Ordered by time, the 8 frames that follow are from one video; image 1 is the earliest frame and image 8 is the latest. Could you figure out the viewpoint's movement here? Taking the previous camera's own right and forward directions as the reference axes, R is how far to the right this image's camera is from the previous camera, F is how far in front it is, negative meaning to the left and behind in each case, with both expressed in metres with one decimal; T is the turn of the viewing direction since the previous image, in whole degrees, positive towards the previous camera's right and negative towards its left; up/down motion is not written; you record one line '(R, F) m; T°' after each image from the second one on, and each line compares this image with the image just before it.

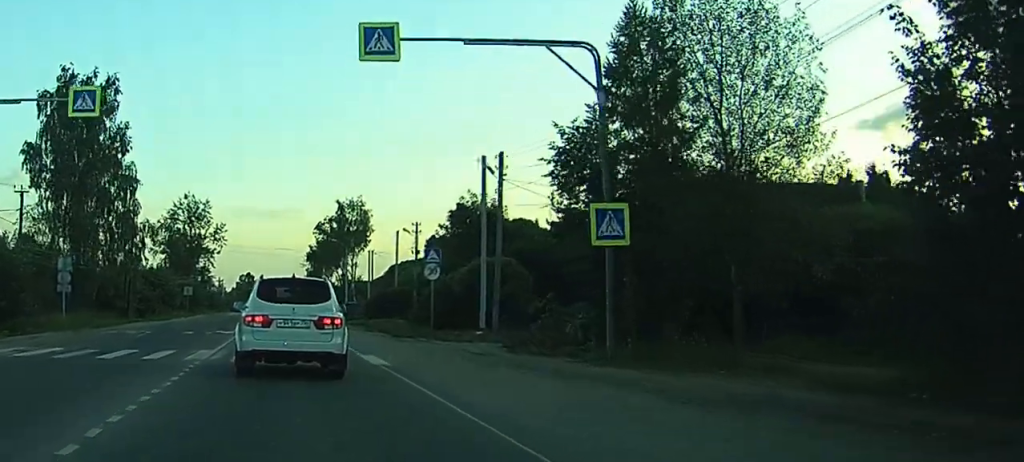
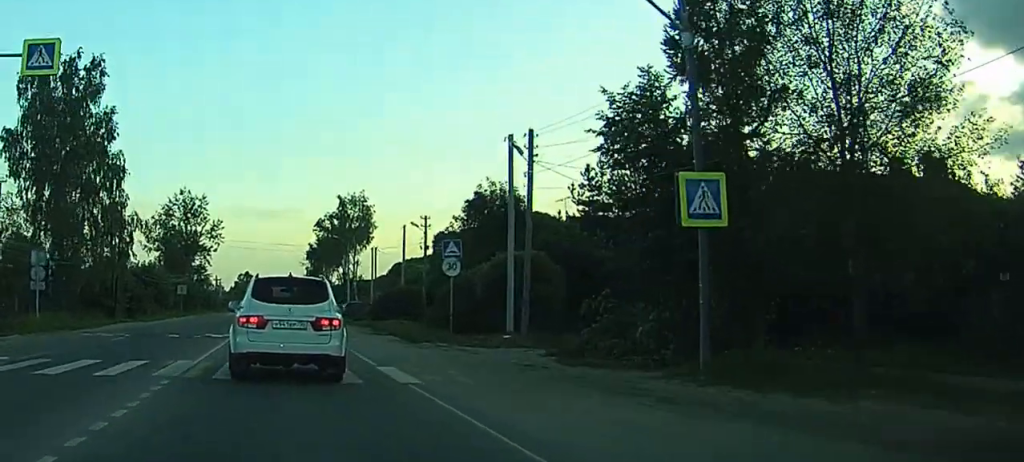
(0.0, +4.6) m; 0°
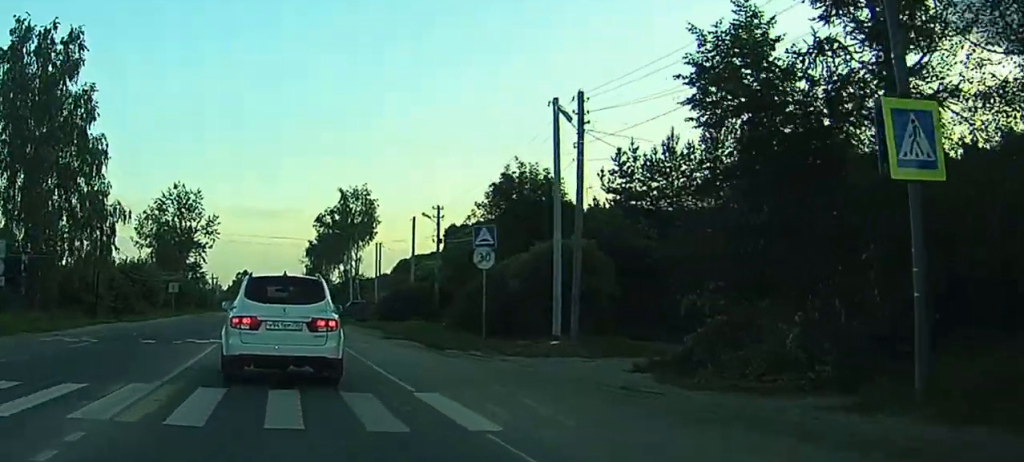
(+0.1, +5.7) m; 0°
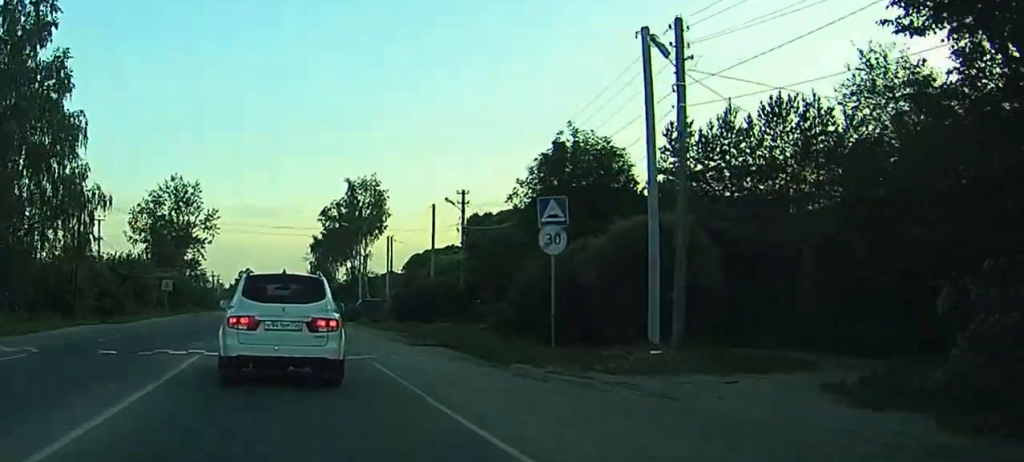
(-0.1, +6.8) m; 0°
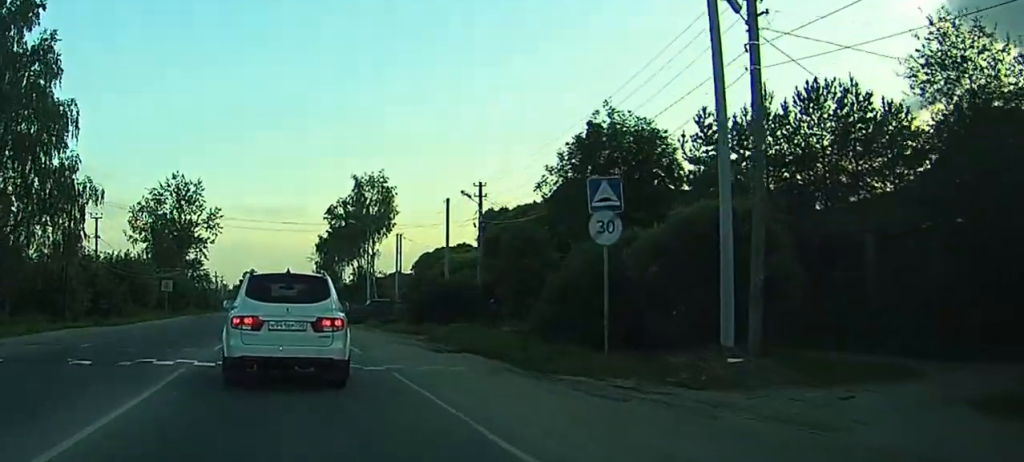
(0.0, +3.2) m; +1°
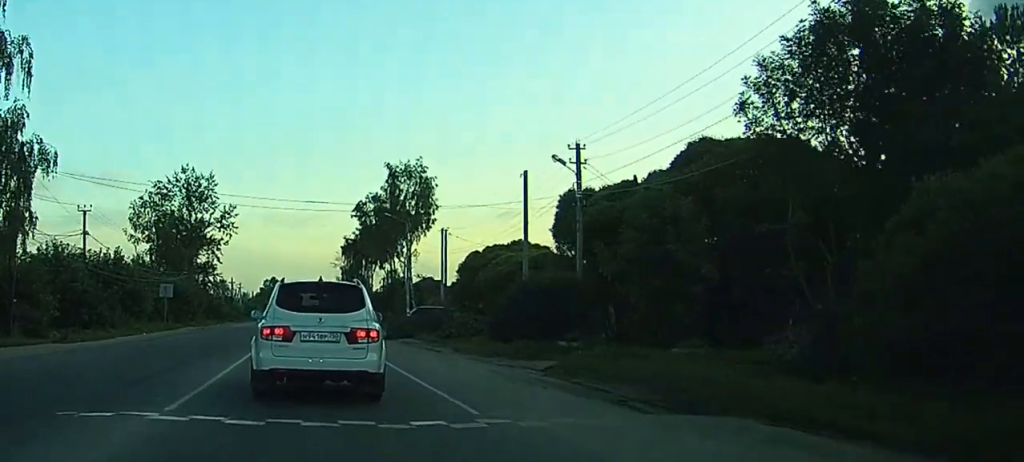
(+0.4, +13.1) m; 0°
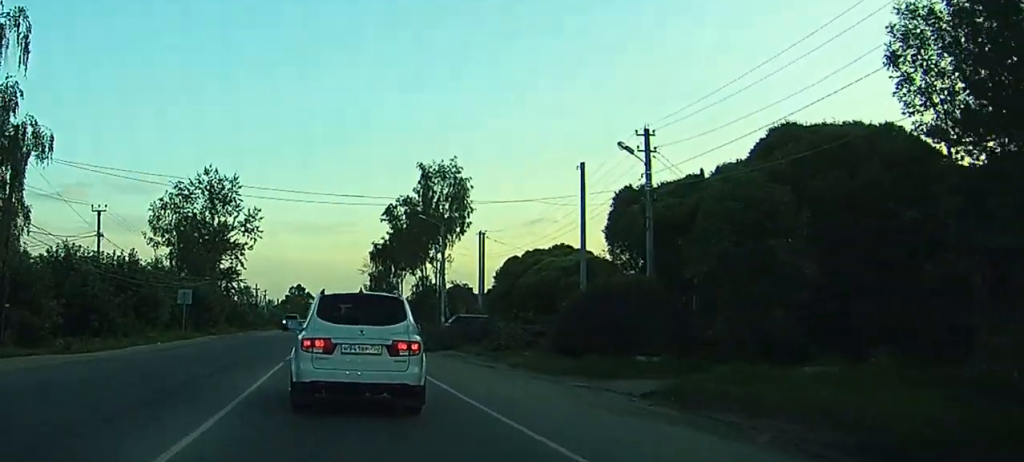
(-0.1, +4.2) m; -2°
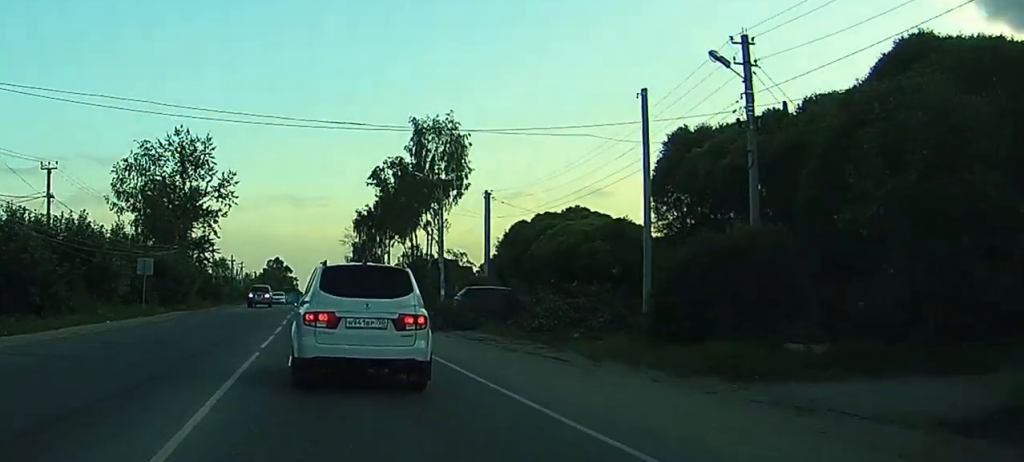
(-0.1, +7.6) m; 0°
